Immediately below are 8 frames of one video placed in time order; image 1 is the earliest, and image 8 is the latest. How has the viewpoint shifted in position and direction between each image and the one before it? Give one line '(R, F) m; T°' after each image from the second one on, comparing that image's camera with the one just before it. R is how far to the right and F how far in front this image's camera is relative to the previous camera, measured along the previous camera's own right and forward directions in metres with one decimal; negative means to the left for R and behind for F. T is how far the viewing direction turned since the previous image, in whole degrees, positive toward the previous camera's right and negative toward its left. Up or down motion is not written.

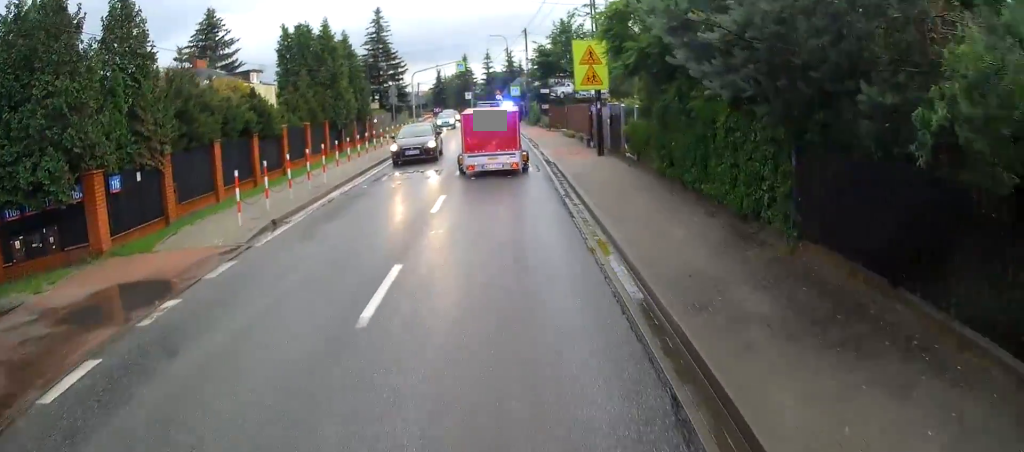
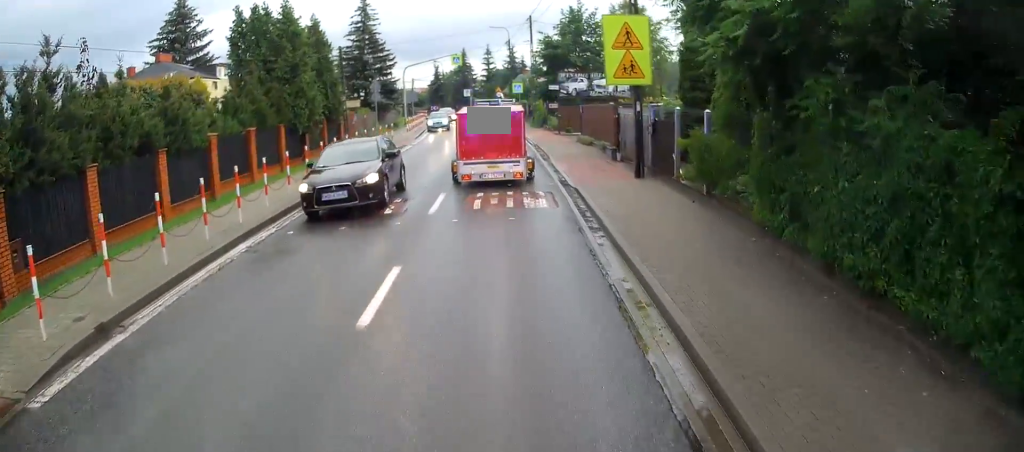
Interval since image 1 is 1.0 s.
(0.0, +6.8) m; -3°
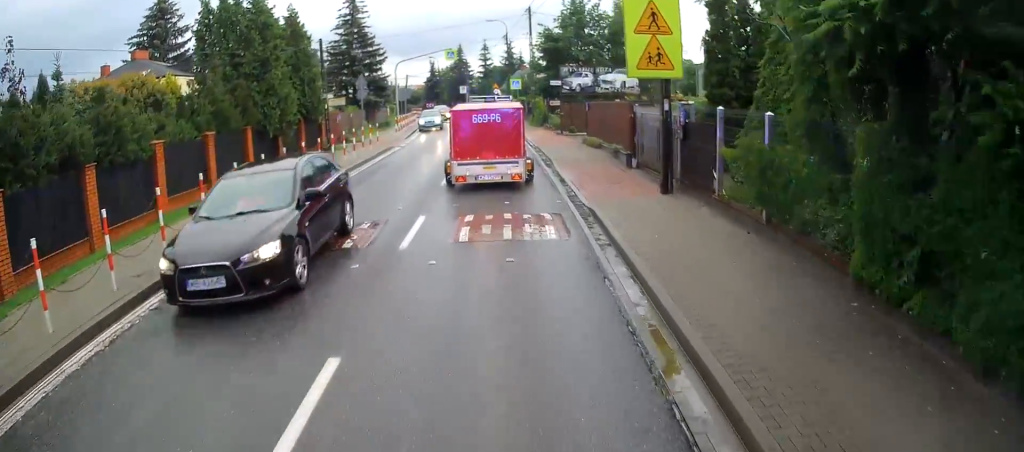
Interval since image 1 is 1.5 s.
(-0.1, +3.0) m; -1°
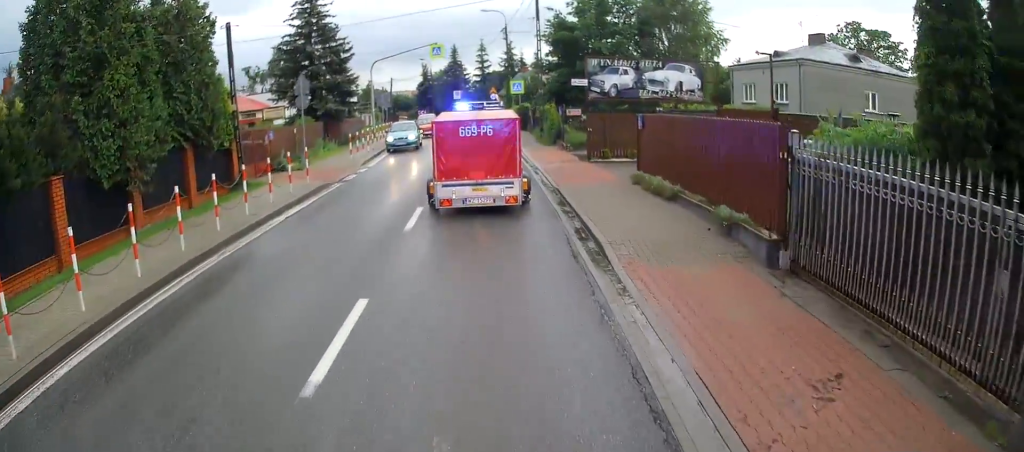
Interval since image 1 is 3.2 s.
(-0.1, +9.8) m; +3°
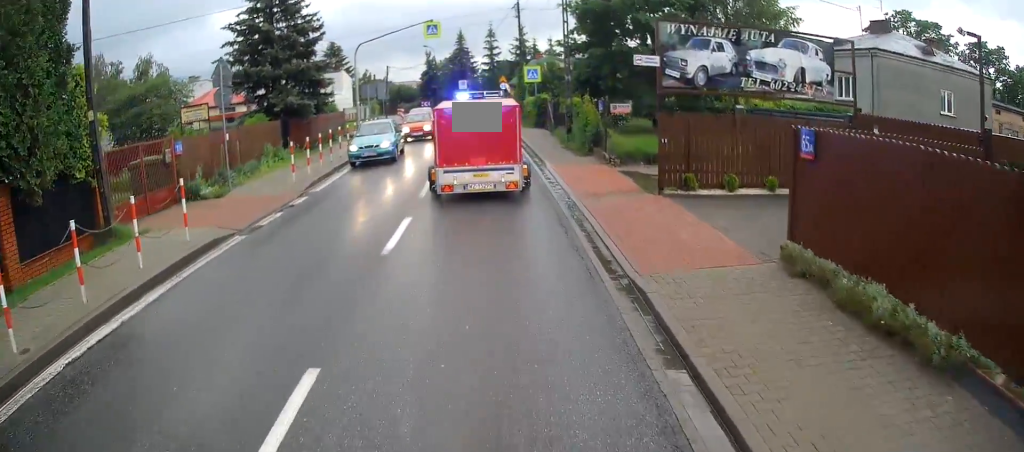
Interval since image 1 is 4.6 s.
(+0.2, +7.6) m; +1°
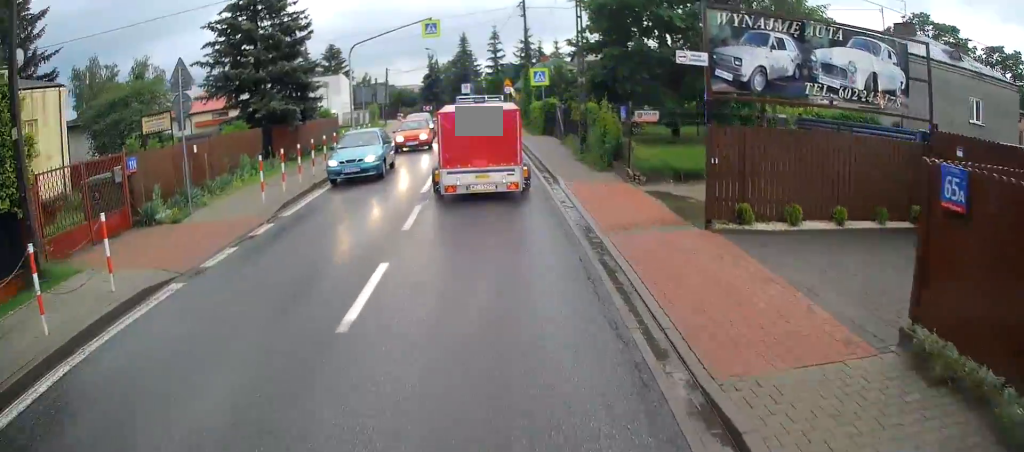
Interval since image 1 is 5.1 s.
(+0.1, +2.5) m; -1°
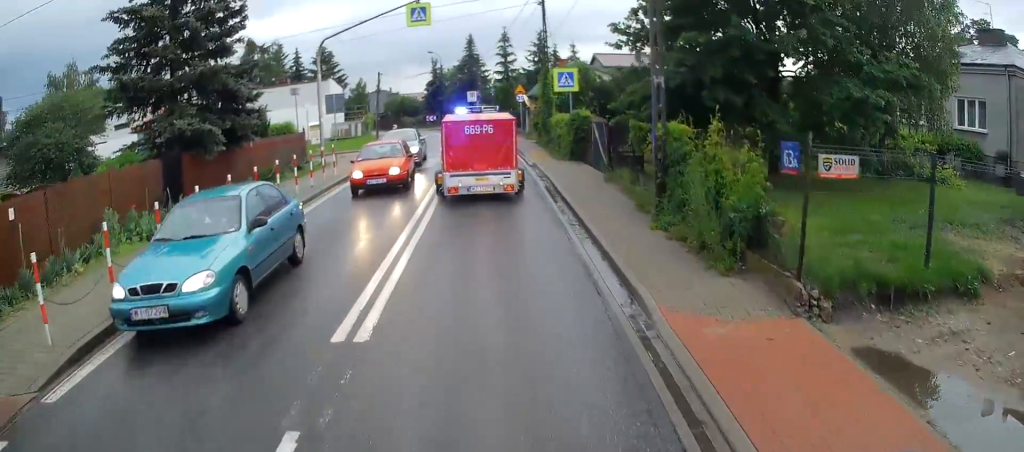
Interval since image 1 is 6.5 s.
(-0.4, +7.6) m; -2°
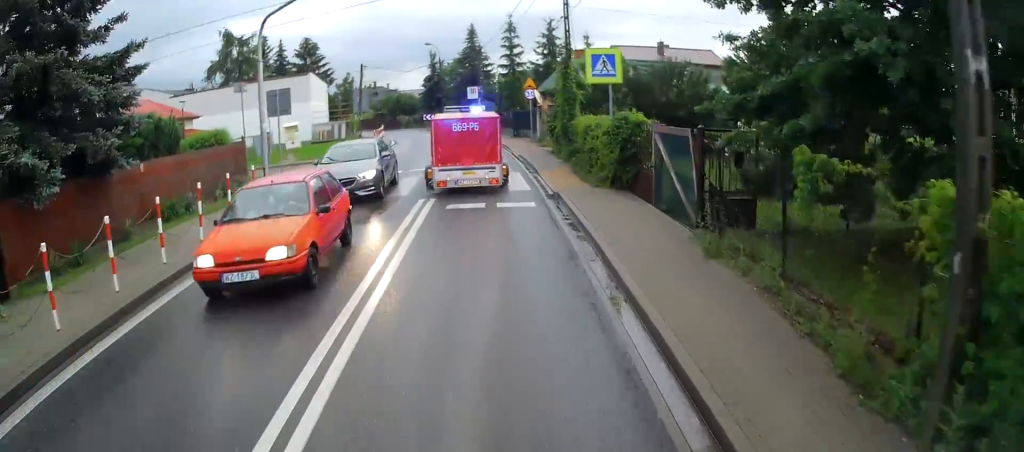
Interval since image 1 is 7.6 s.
(0.0, +6.8) m; -2°
